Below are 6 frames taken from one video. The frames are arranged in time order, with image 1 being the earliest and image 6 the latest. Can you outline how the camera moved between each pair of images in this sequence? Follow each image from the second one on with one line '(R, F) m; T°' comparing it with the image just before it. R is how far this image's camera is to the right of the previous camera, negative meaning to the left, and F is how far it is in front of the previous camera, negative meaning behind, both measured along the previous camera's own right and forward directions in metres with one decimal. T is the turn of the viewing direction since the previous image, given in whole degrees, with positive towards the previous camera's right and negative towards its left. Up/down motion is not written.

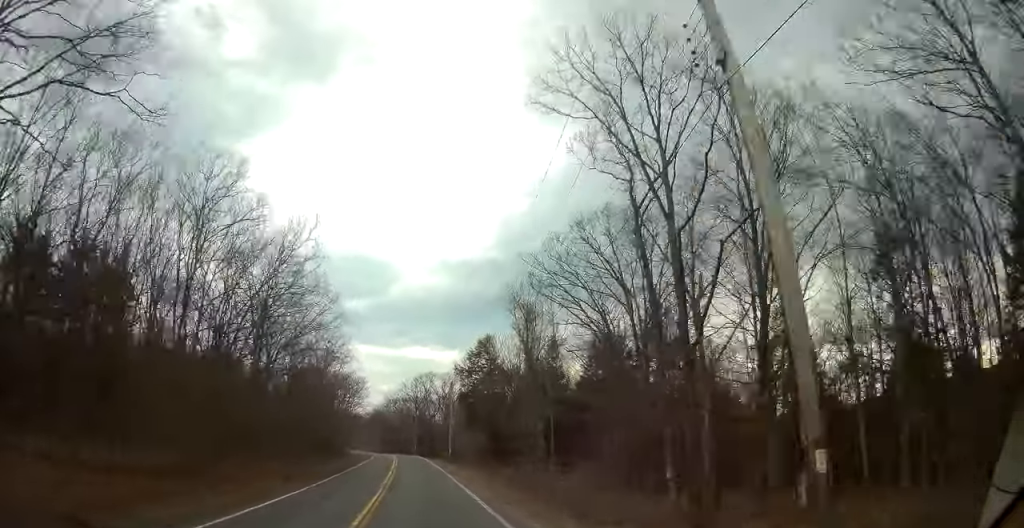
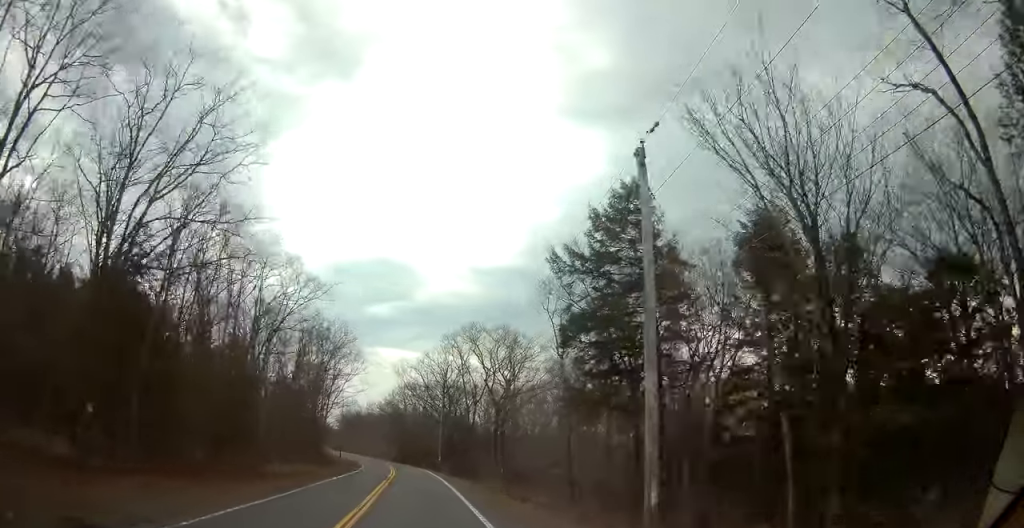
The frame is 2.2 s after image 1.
(-0.8, +50.7) m; -3°
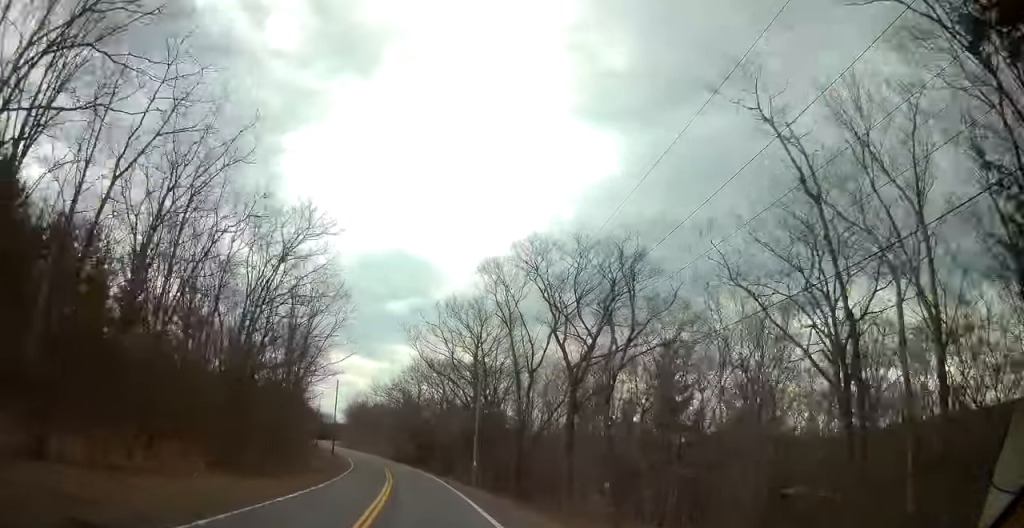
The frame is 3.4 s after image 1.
(-0.3, +27.7) m; -1°
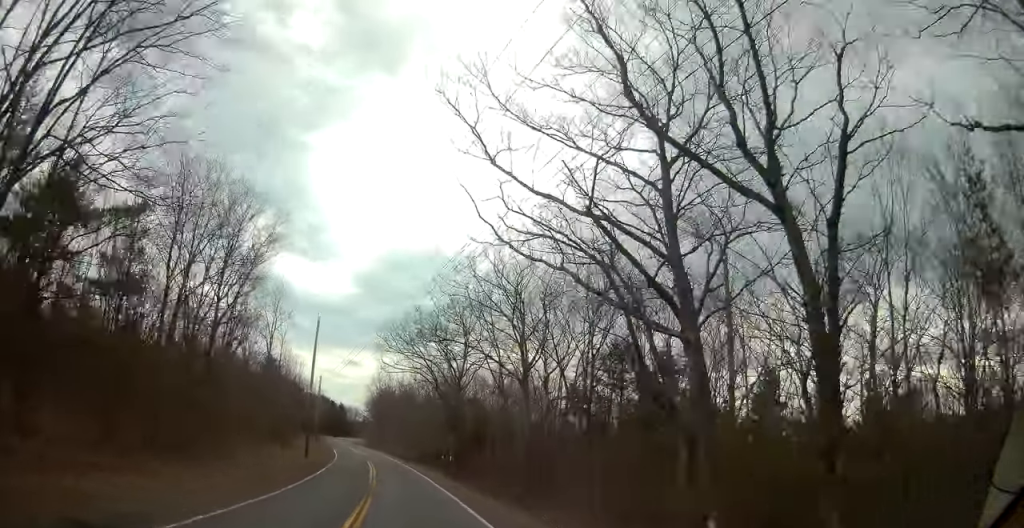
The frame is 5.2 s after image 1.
(-1.0, +42.1) m; -3°
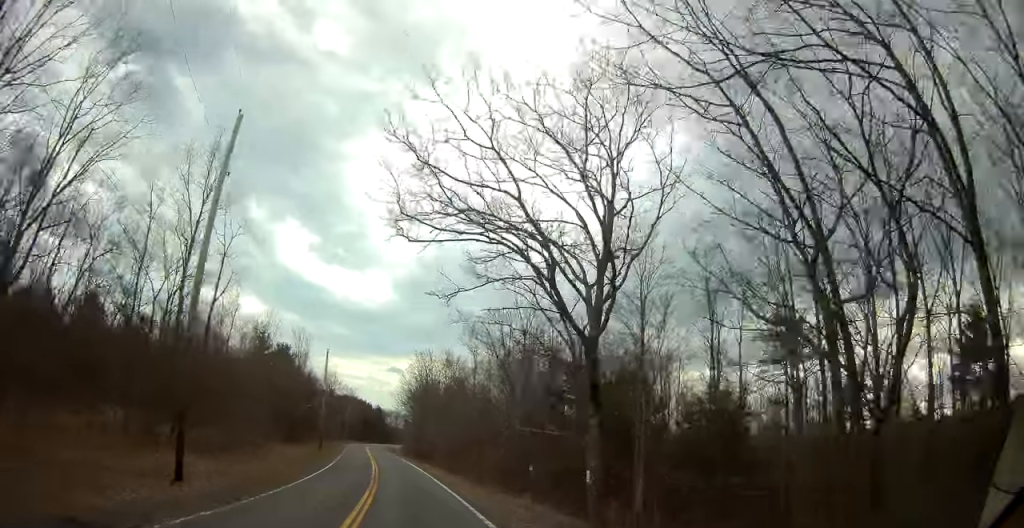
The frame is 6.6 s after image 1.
(-1.0, +33.5) m; -5°
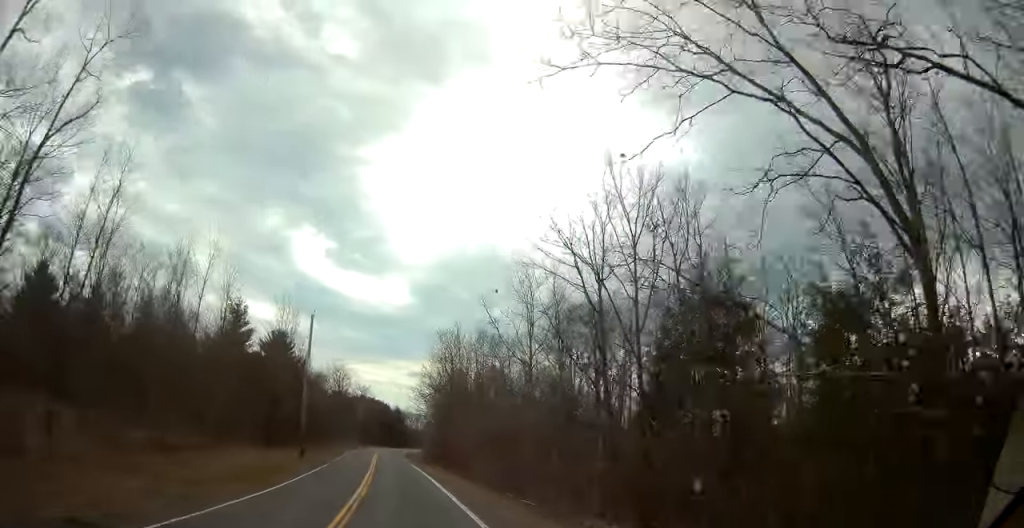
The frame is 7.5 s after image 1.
(-0.8, +21.2) m; -2°
